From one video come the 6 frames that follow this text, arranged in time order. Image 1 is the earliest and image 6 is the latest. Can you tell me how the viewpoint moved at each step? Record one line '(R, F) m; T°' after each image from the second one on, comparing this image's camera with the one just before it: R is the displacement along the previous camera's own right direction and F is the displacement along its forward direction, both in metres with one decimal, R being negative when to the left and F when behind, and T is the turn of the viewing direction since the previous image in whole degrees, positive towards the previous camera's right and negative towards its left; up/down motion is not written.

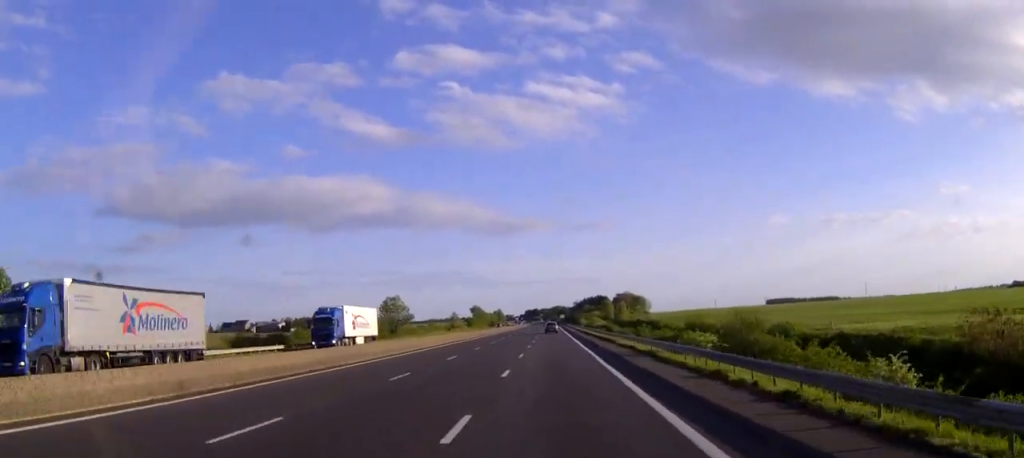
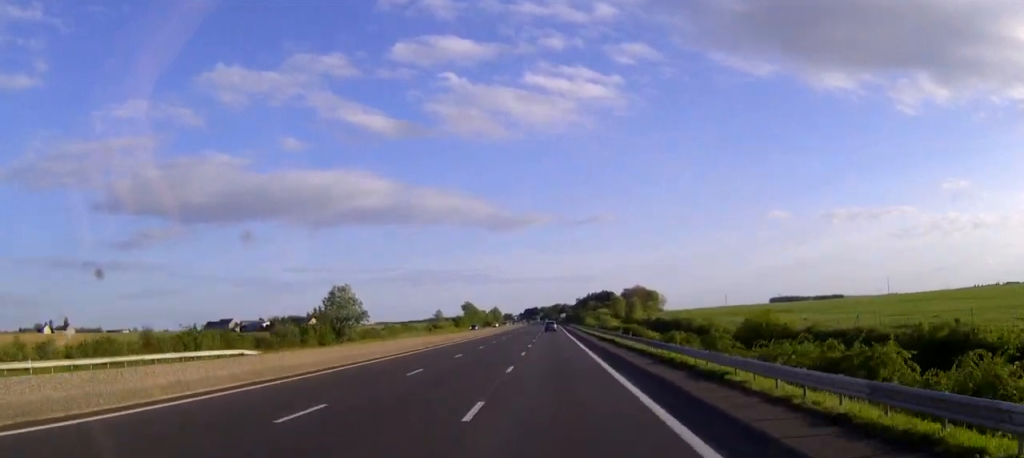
(-0.1, +36.3) m; 0°
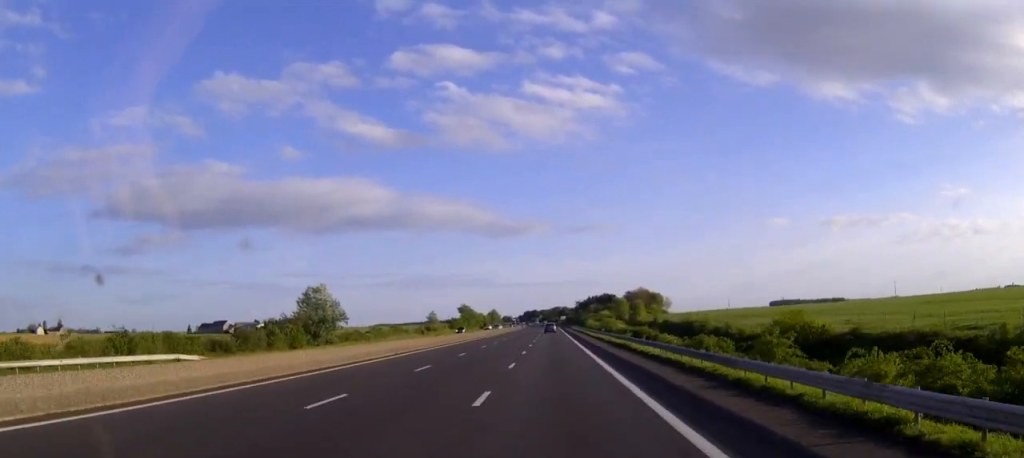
(0.0, +11.1) m; 0°
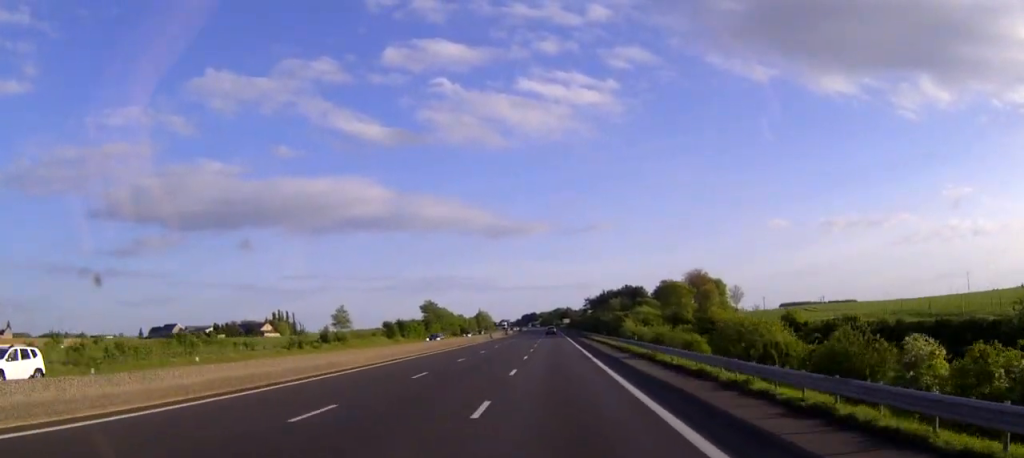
(+0.3, +92.8) m; 0°
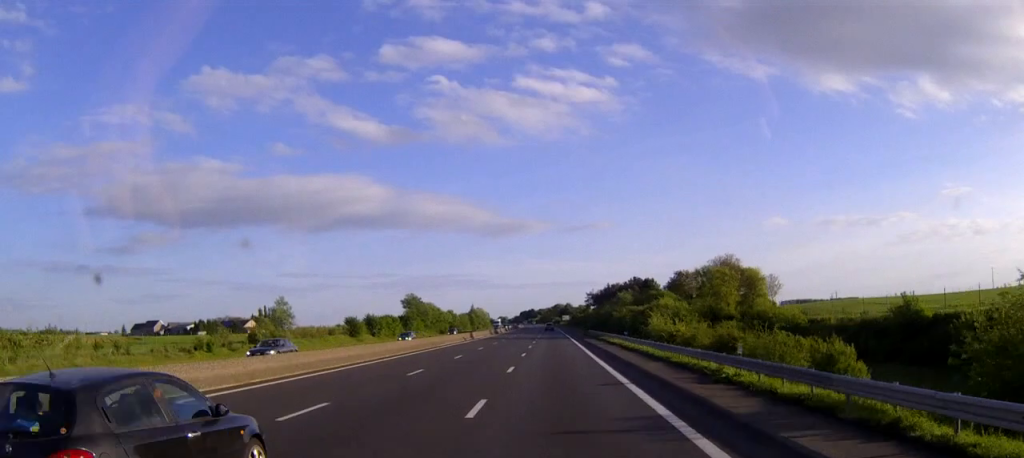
(-0.1, +26.7) m; 0°
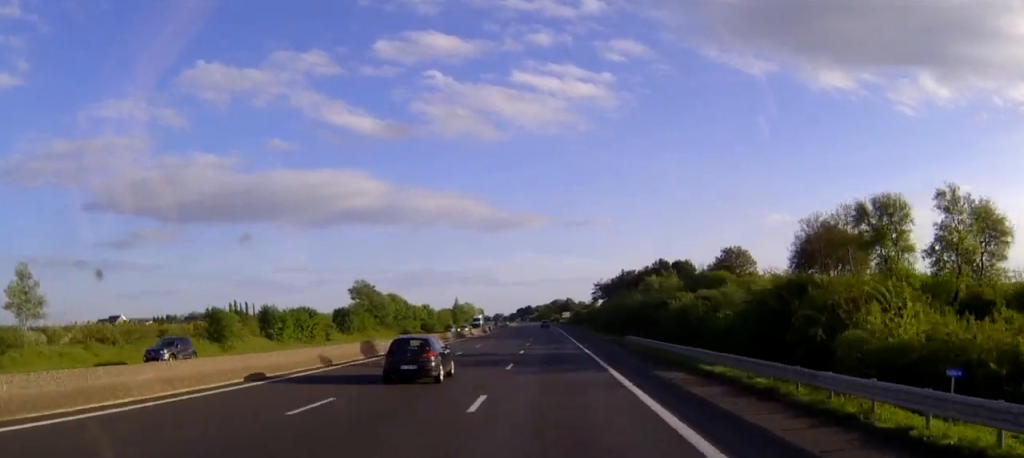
(0.0, +51.3) m; 0°
